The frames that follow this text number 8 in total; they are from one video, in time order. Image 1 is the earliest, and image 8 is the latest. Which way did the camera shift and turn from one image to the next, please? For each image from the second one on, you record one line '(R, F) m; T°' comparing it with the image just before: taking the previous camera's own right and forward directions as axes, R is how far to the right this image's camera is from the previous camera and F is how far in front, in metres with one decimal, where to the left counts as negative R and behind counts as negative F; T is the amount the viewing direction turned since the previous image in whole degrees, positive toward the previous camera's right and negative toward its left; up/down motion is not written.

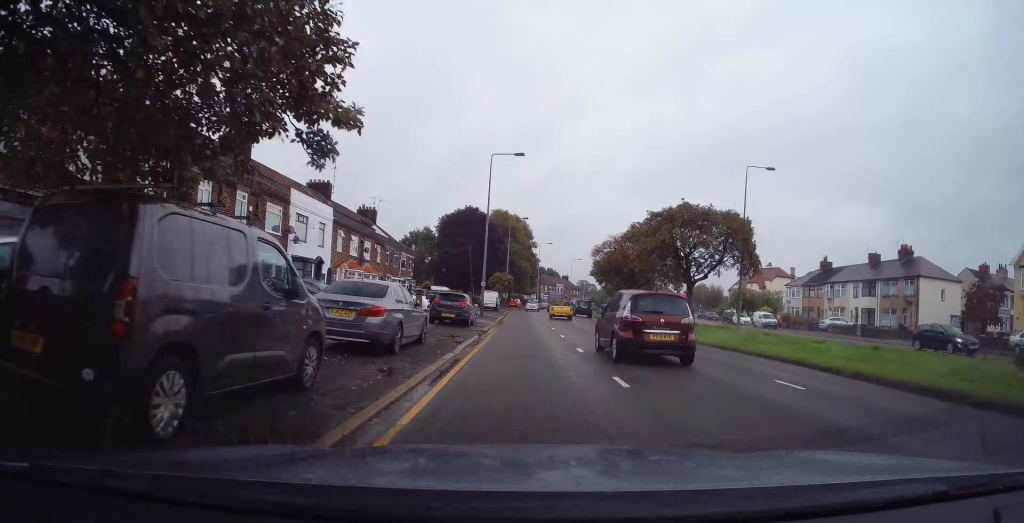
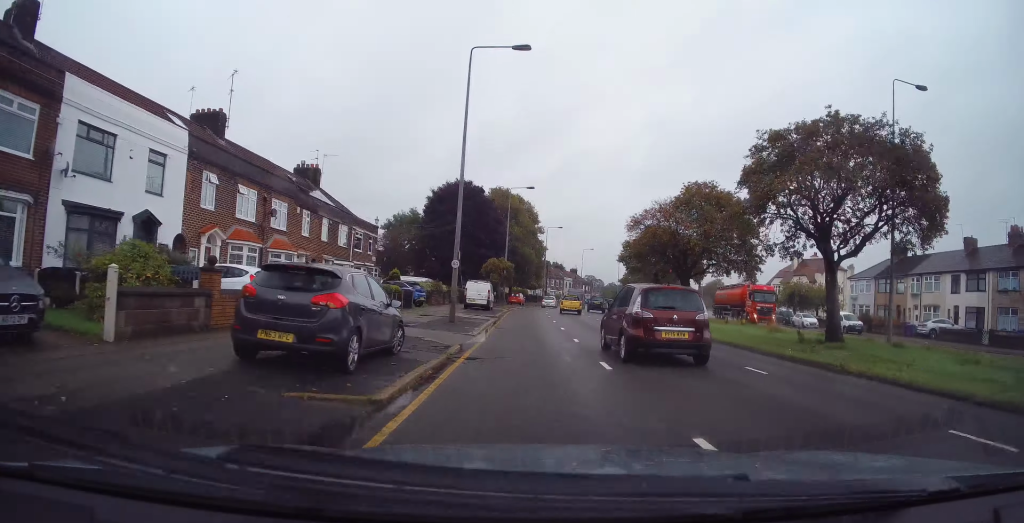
(-0.1, +16.5) m; 0°
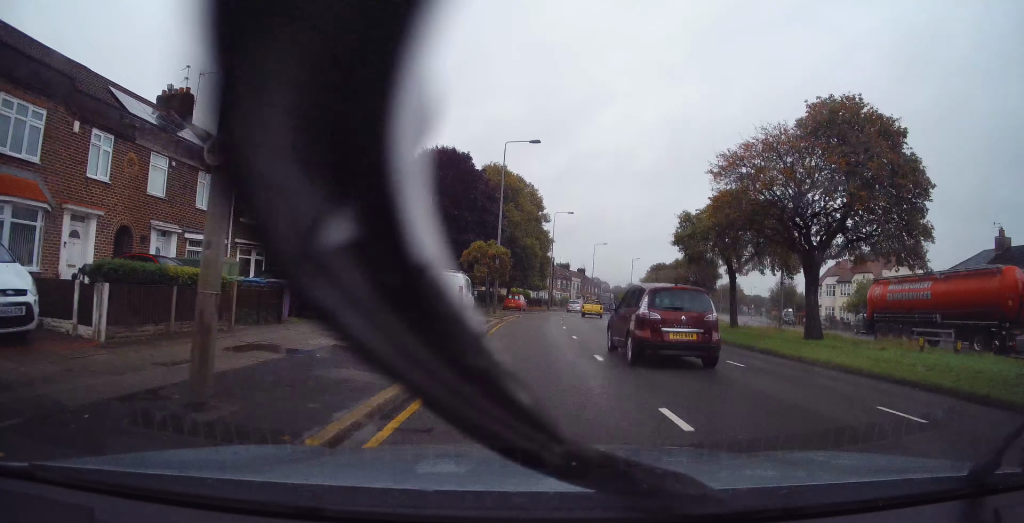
(+0.3, +16.9) m; +2°
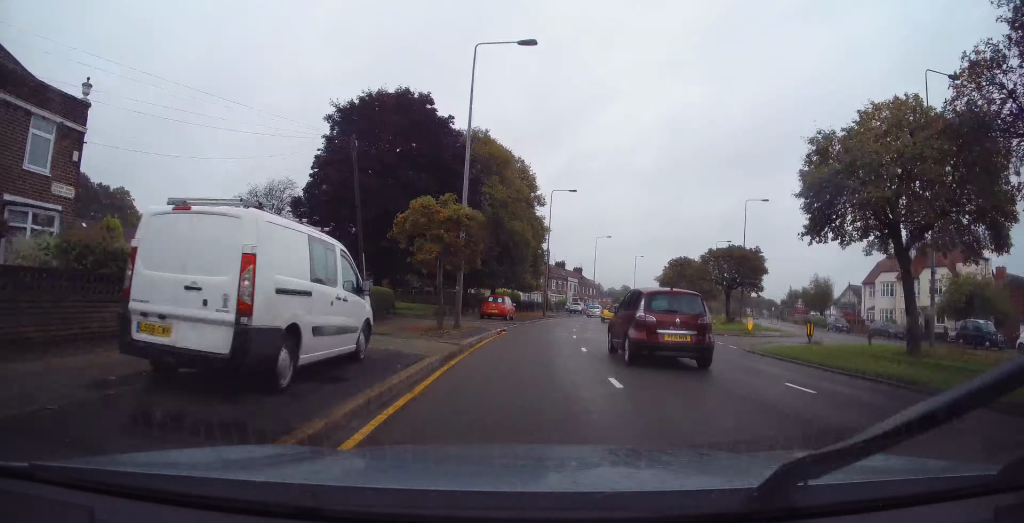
(+0.2, +15.5) m; 0°
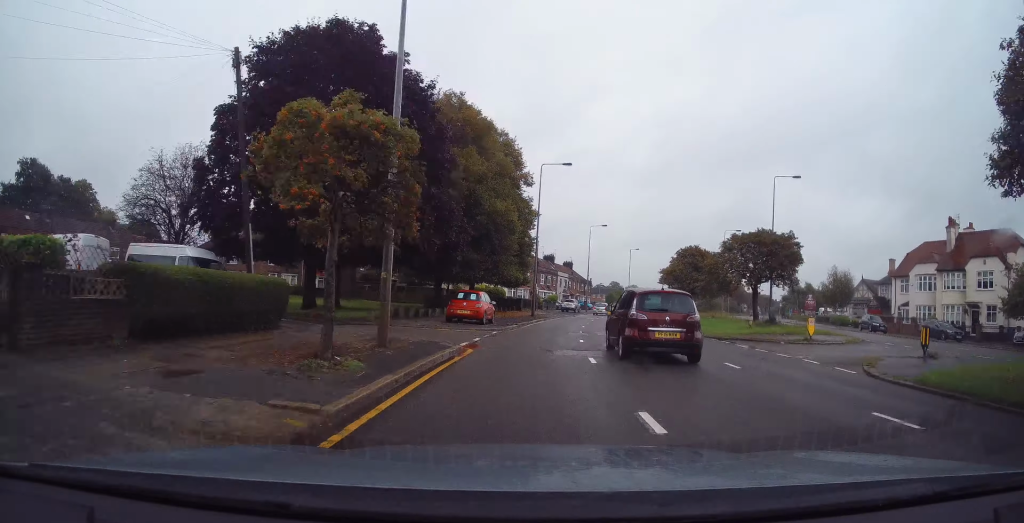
(-0.2, +9.1) m; 0°
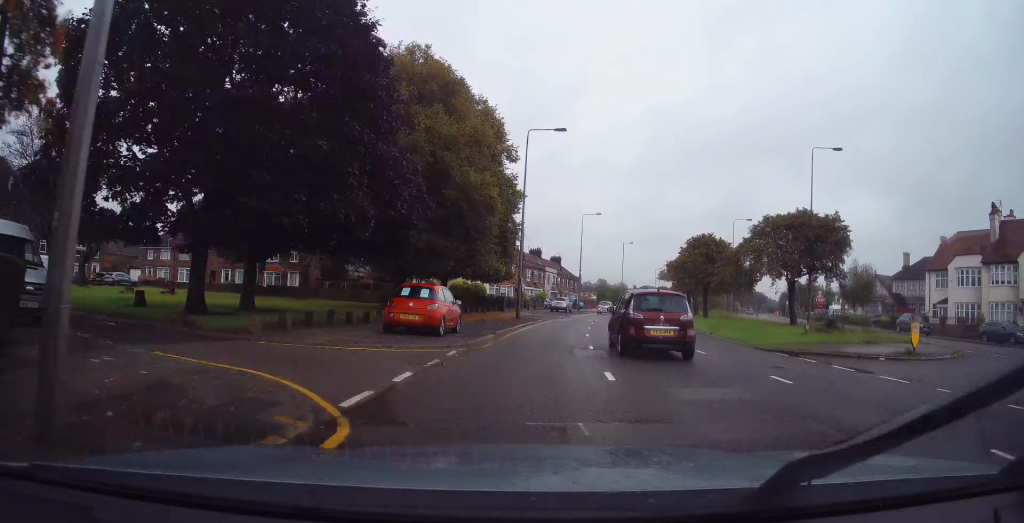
(+0.1, +8.3) m; +2°
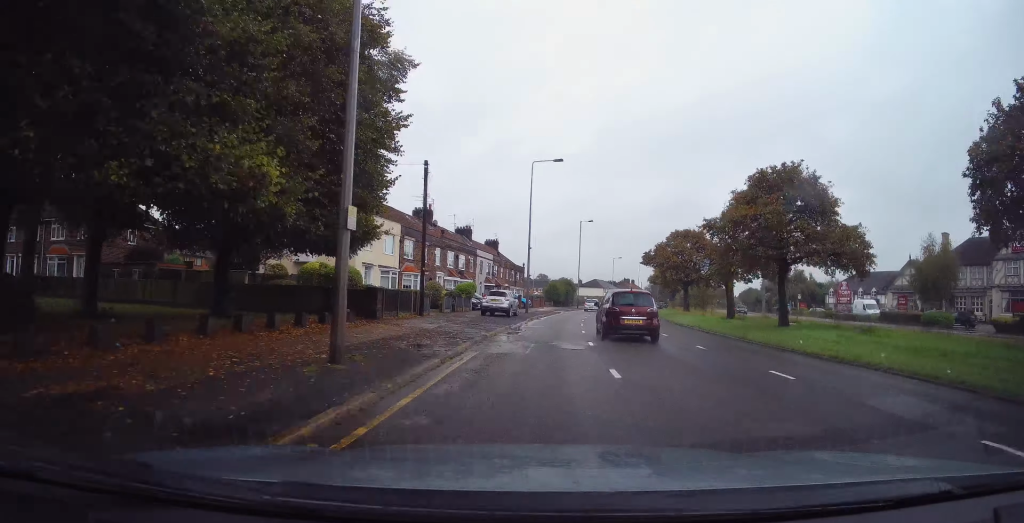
(+1.2, +24.3) m; +5°
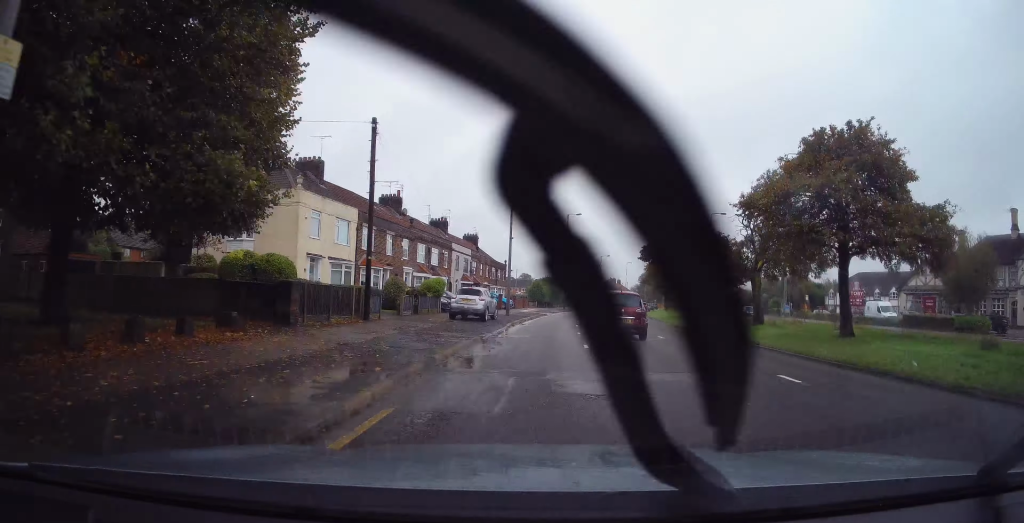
(0.0, +6.5) m; +2°
